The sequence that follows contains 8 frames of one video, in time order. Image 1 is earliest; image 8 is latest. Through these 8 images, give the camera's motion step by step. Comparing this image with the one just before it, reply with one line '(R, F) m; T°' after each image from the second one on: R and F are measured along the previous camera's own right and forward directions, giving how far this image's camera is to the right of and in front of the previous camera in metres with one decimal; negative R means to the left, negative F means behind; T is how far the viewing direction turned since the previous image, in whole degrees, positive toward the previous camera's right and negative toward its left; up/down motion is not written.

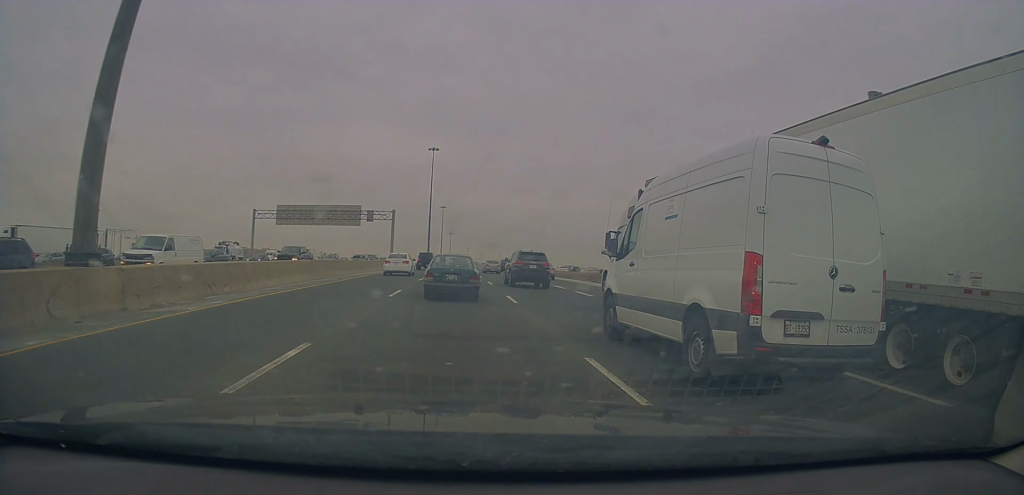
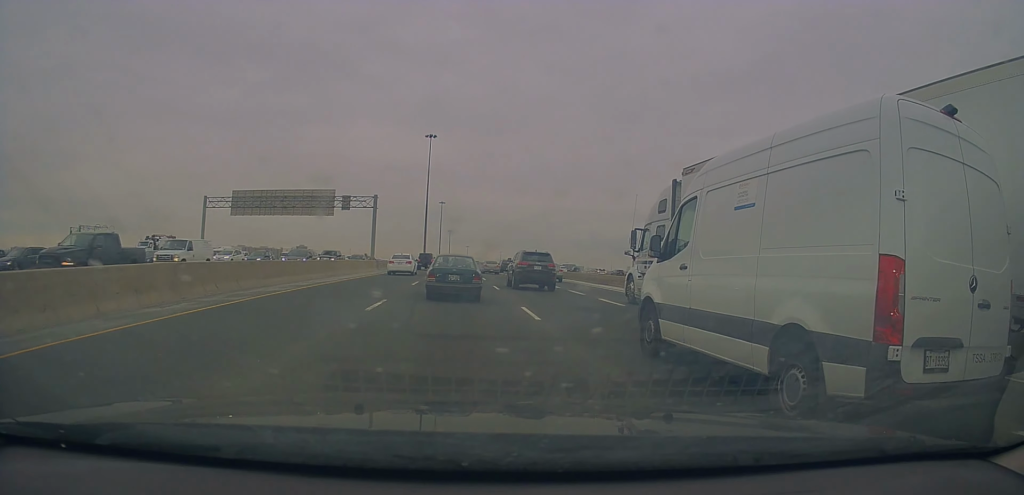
(+0.2, +13.6) m; +2°
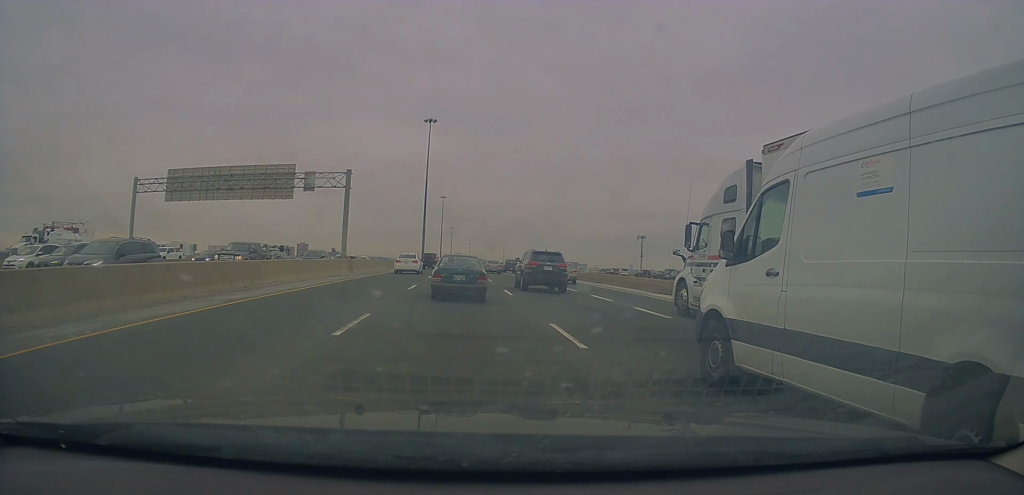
(+0.3, +14.4) m; -2°
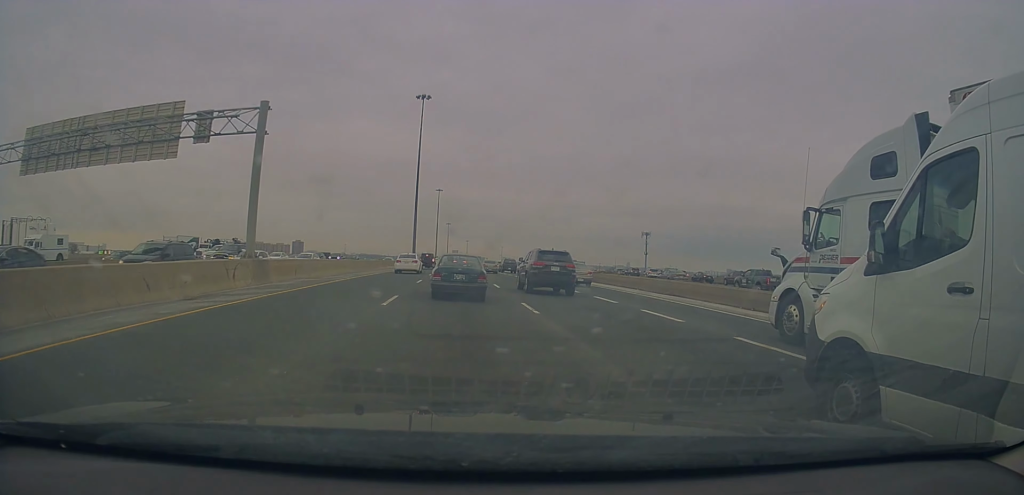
(-0.8, +17.3) m; 0°
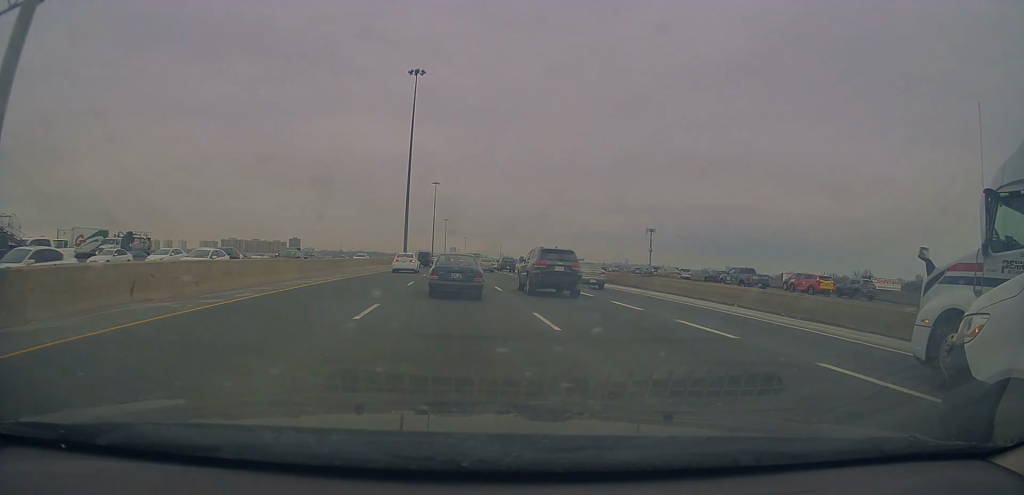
(+0.5, +13.8) m; +2°
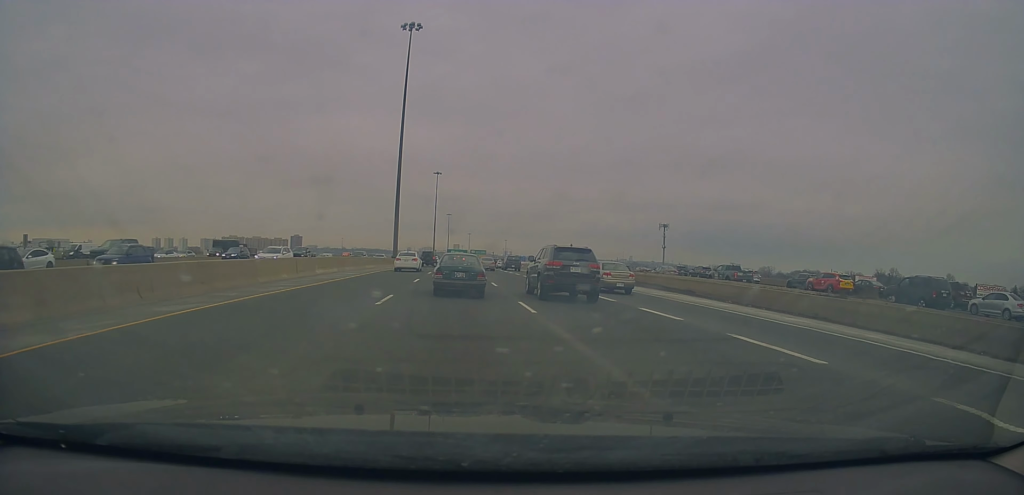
(0.0, +20.5) m; -1°
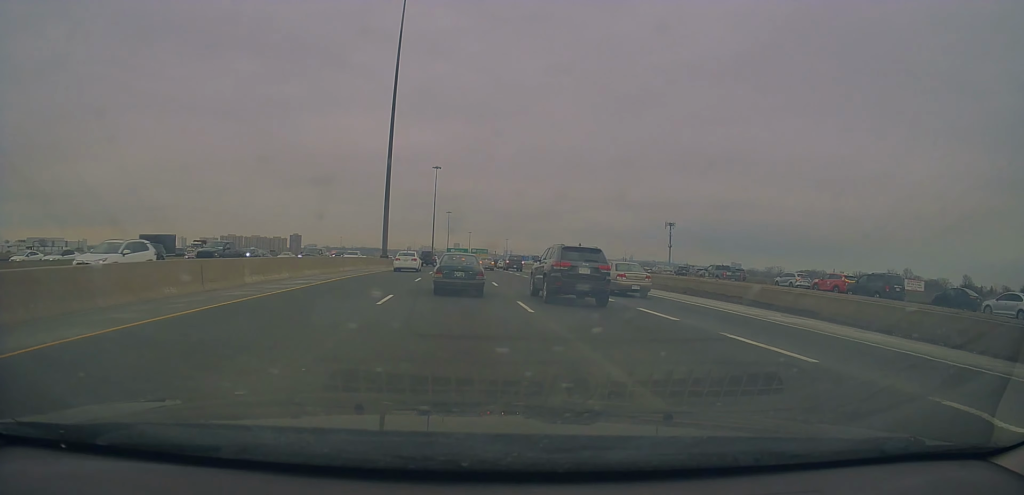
(0.0, +12.1) m; -1°
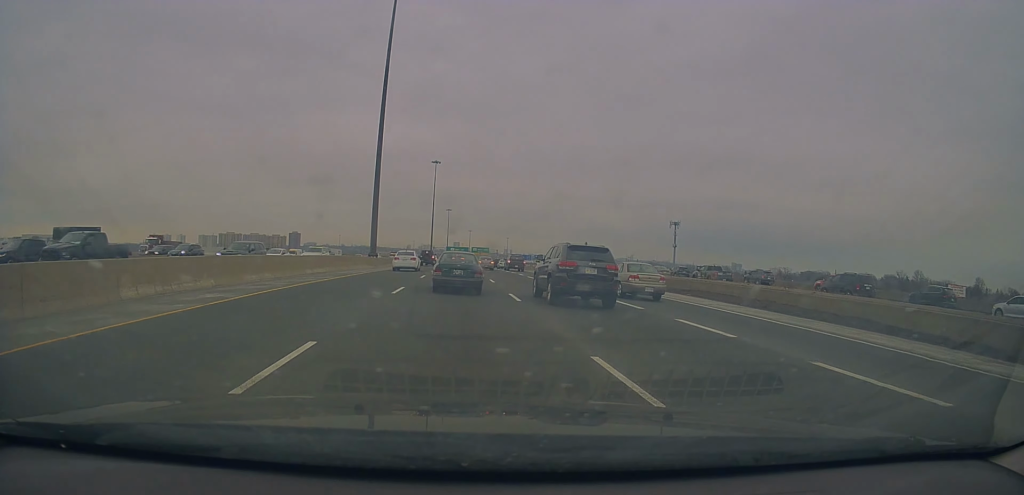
(-0.3, +9.2) m; 0°
